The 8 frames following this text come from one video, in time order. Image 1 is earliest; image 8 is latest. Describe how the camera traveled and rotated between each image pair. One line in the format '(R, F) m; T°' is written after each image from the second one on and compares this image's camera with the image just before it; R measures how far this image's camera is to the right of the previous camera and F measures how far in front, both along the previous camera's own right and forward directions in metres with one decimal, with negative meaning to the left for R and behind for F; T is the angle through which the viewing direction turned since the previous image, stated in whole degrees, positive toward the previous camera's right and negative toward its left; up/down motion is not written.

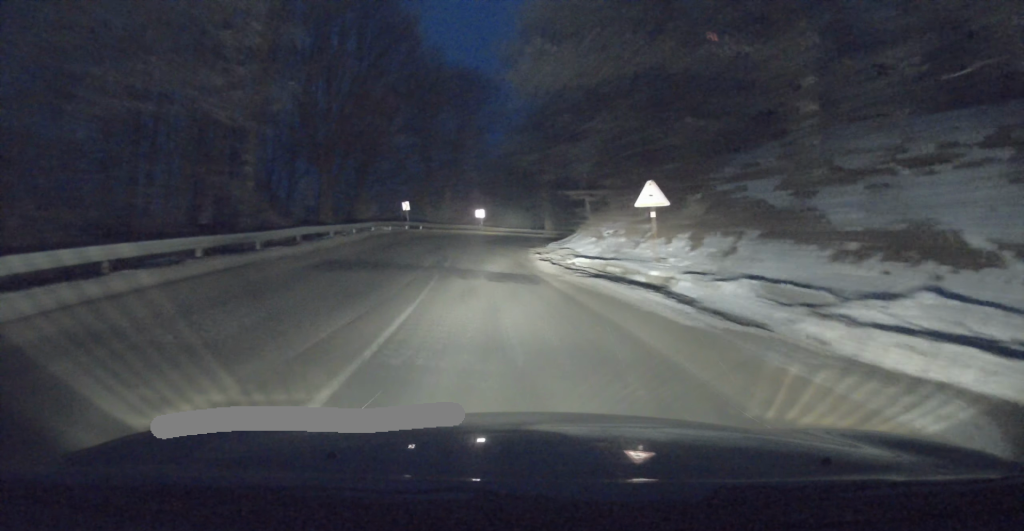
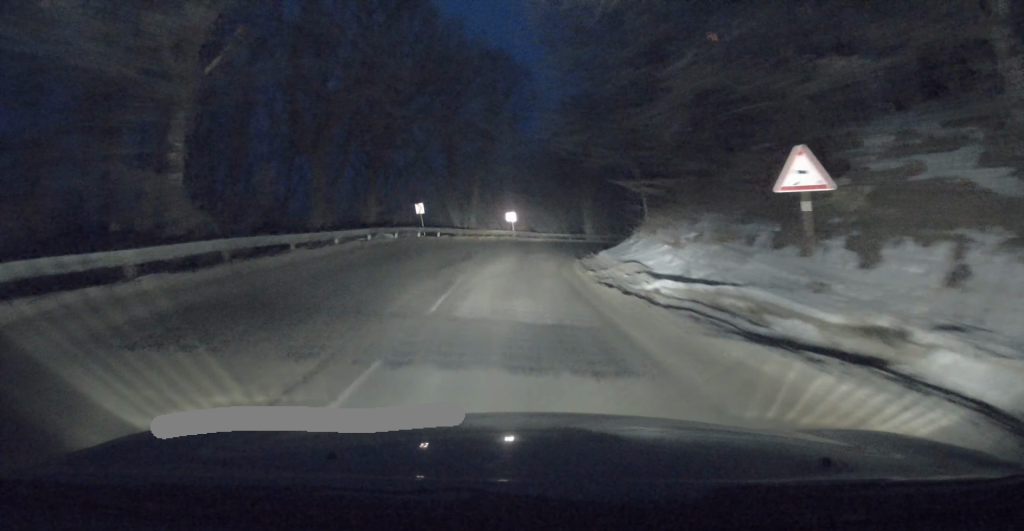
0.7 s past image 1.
(-0.3, +7.9) m; -2°
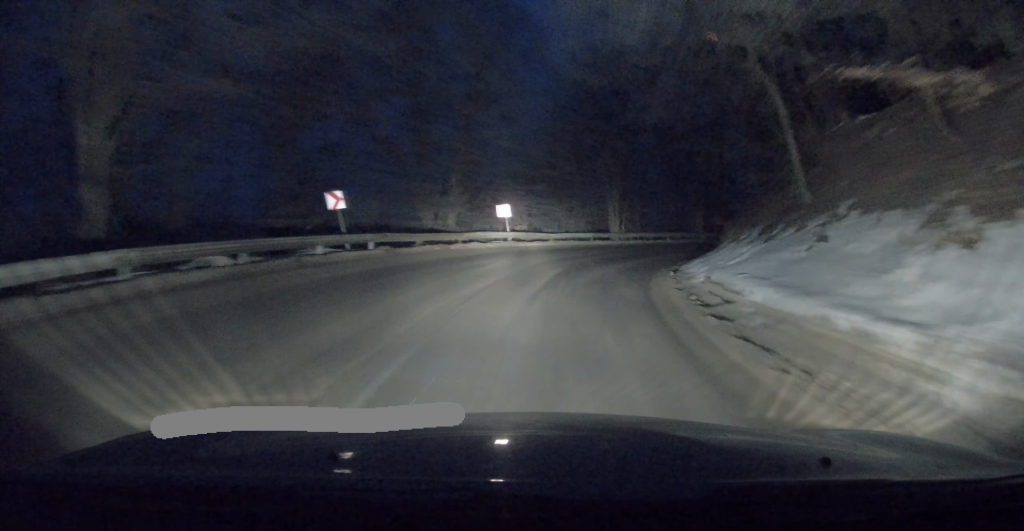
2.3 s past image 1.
(-0.3, +16.4) m; +1°
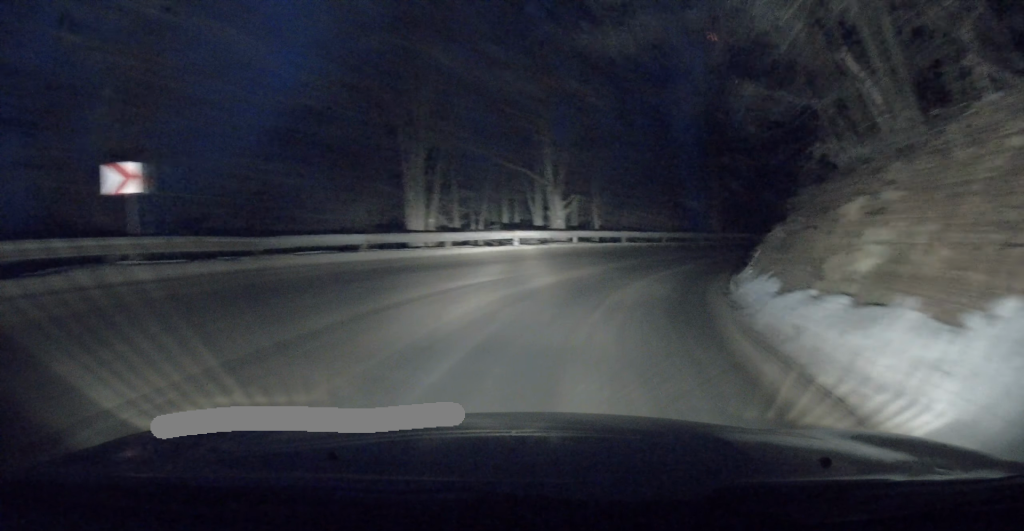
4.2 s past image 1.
(+2.7, +18.8) m; +19°
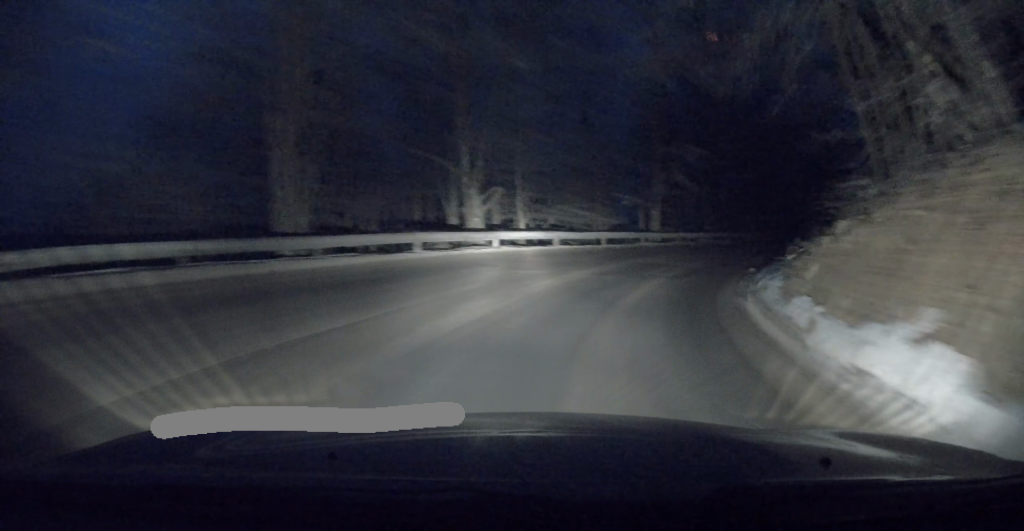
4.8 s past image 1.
(+0.2, +5.0) m; +6°
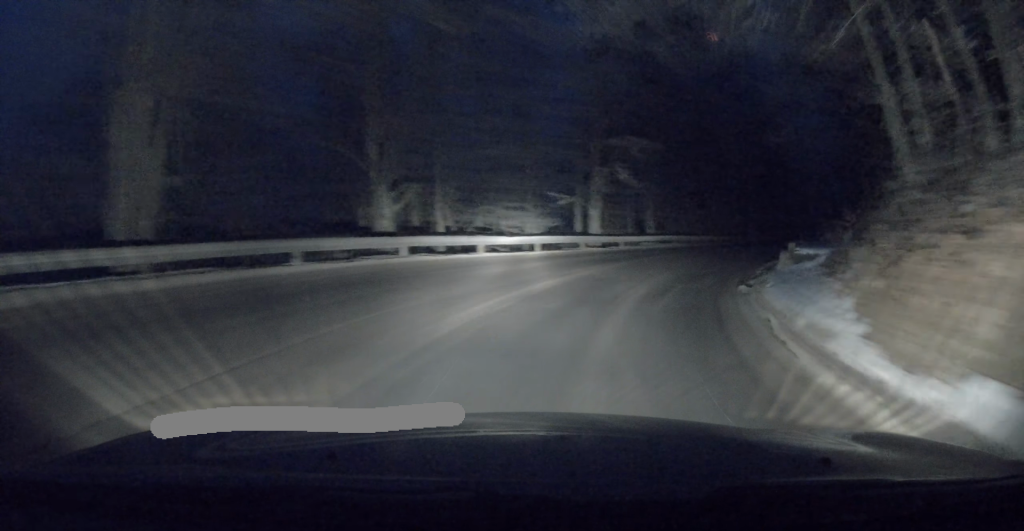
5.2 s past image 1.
(+0.2, +3.7) m; +5°
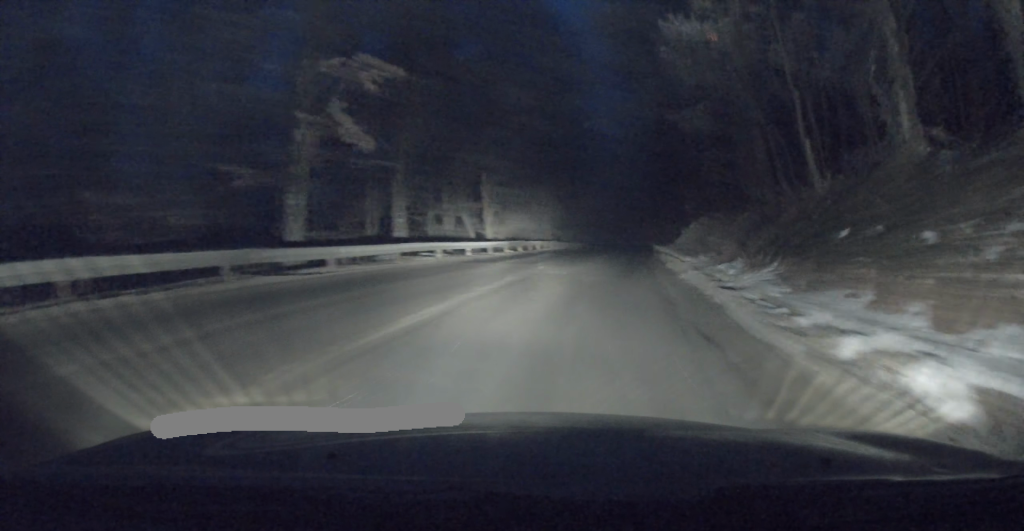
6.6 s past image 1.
(+1.9, +13.9) m; +16°
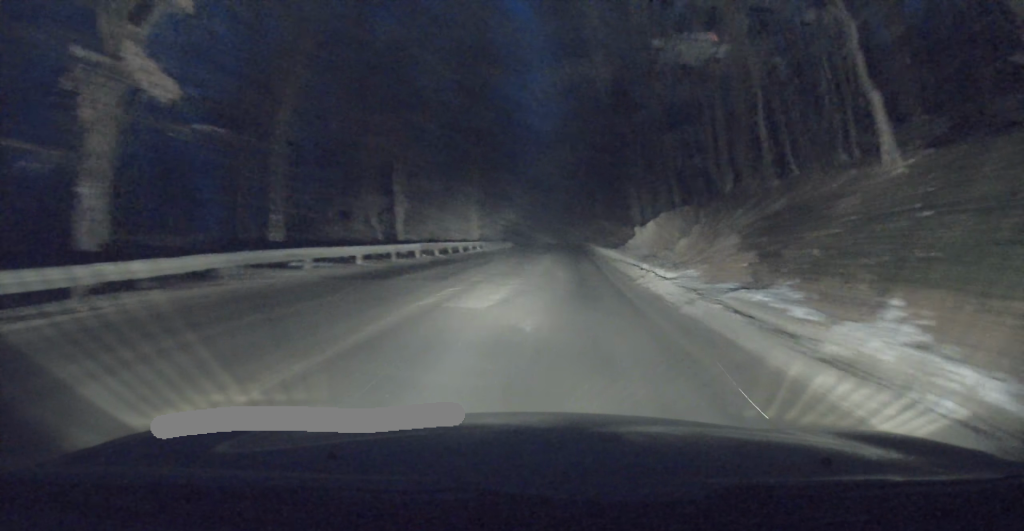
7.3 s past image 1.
(+0.5, +6.6) m; +5°
